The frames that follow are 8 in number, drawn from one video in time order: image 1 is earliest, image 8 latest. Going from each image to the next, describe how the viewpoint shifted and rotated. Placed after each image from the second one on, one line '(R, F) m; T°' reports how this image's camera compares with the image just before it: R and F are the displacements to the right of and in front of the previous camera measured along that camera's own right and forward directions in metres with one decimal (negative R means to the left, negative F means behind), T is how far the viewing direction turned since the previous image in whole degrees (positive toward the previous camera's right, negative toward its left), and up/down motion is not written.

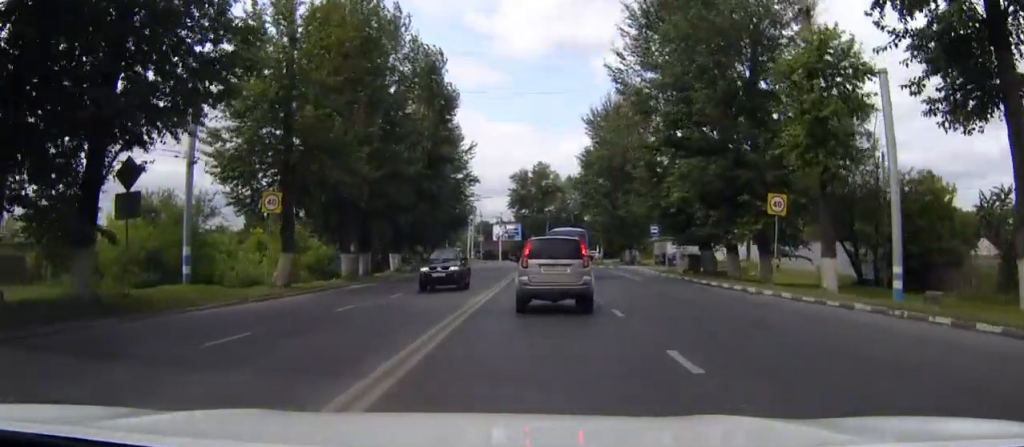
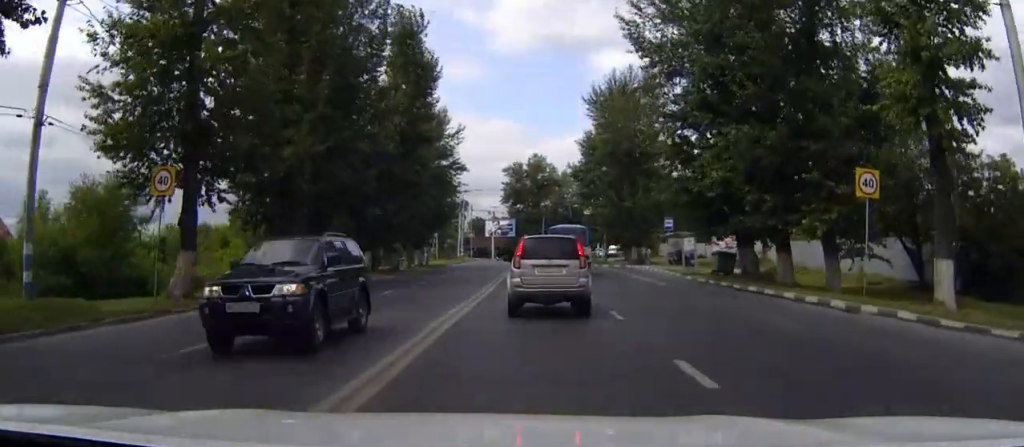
(-0.1, +9.1) m; +1°
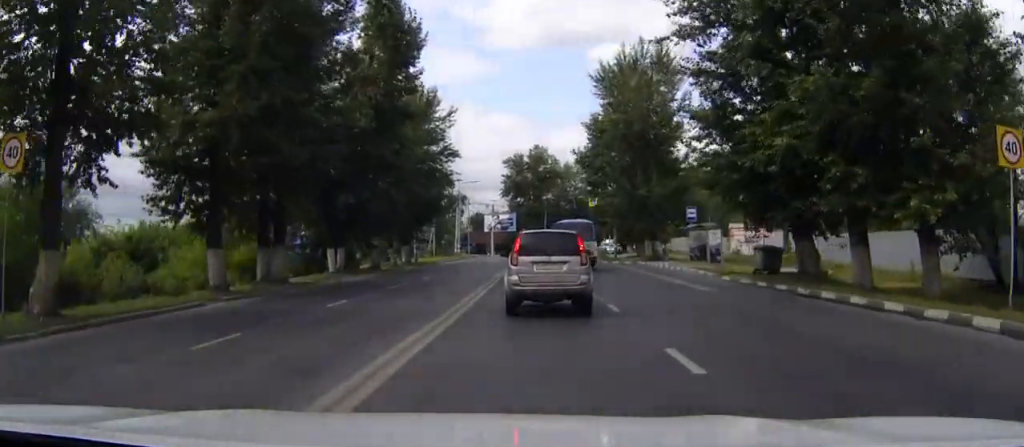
(+0.1, +7.5) m; 0°
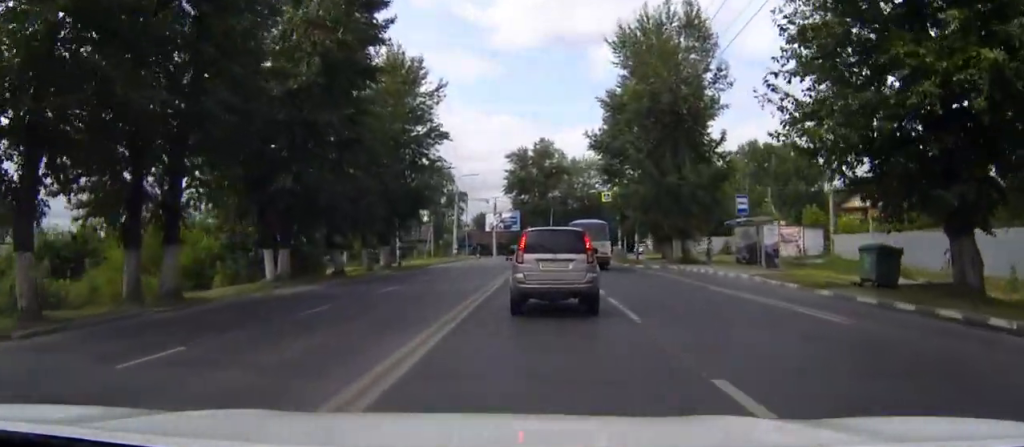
(+0.1, +11.1) m; 0°
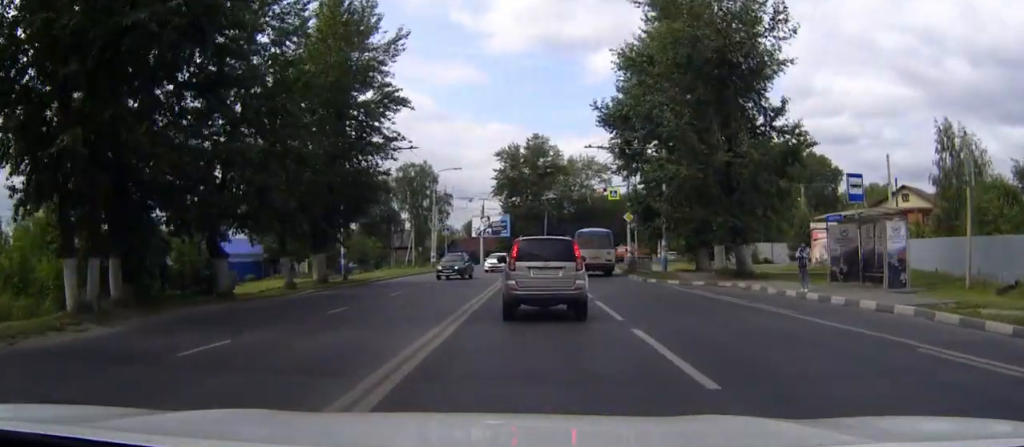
(0.0, +14.5) m; 0°
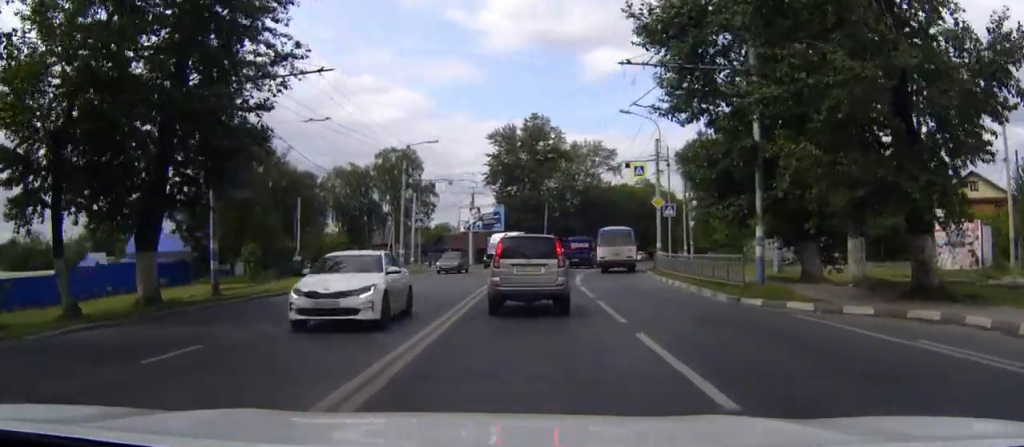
(-0.1, +17.1) m; -1°
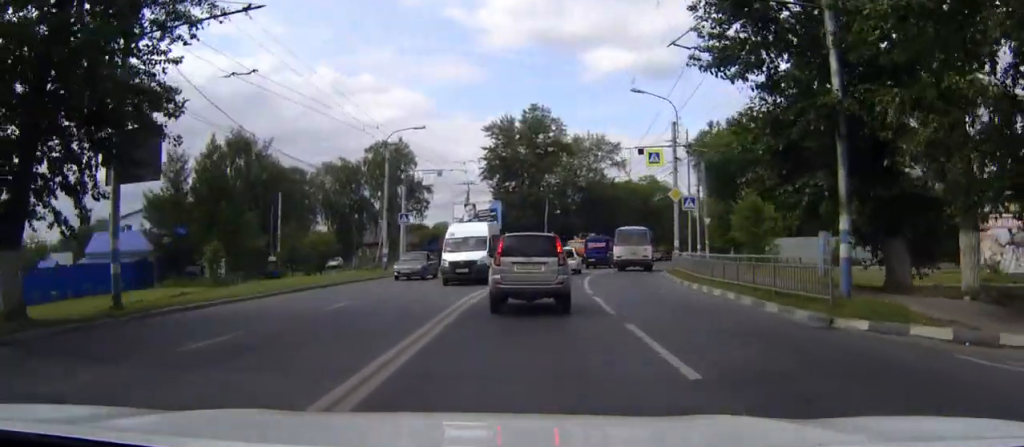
(0.0, +6.6) m; 0°
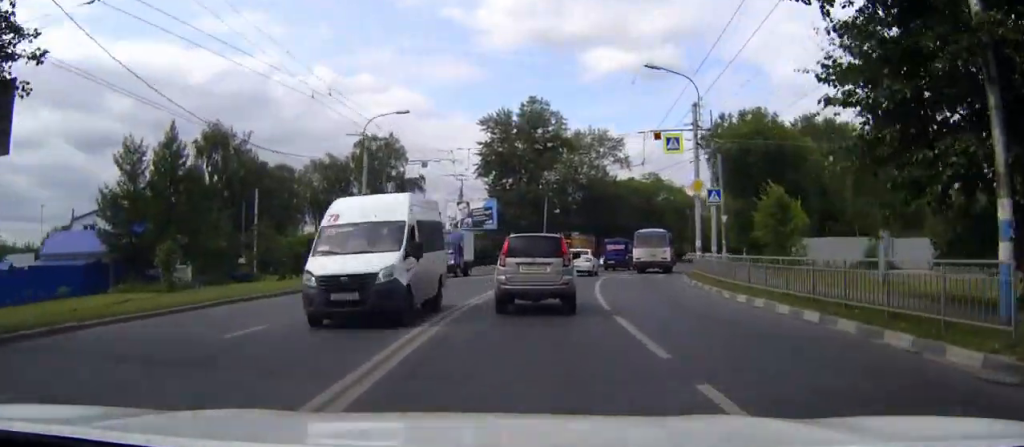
(+0.1, +6.5) m; 0°
